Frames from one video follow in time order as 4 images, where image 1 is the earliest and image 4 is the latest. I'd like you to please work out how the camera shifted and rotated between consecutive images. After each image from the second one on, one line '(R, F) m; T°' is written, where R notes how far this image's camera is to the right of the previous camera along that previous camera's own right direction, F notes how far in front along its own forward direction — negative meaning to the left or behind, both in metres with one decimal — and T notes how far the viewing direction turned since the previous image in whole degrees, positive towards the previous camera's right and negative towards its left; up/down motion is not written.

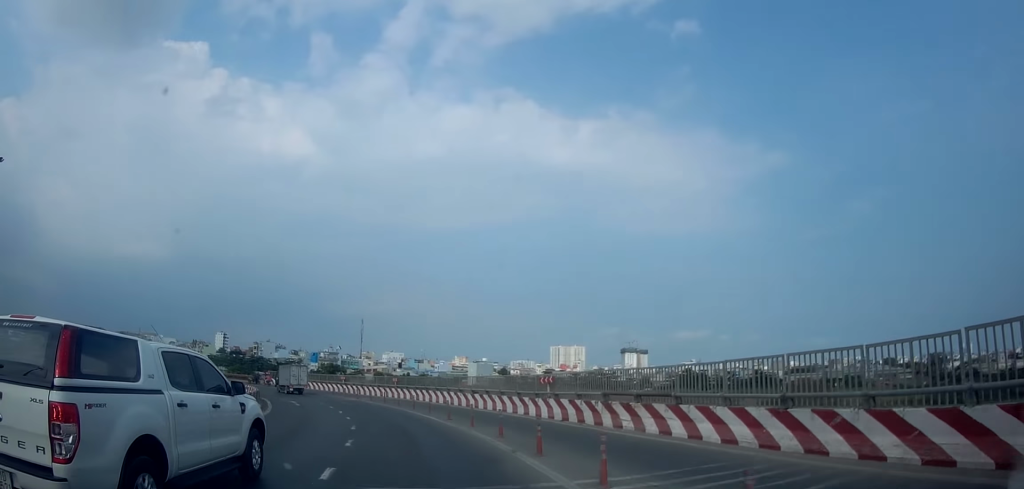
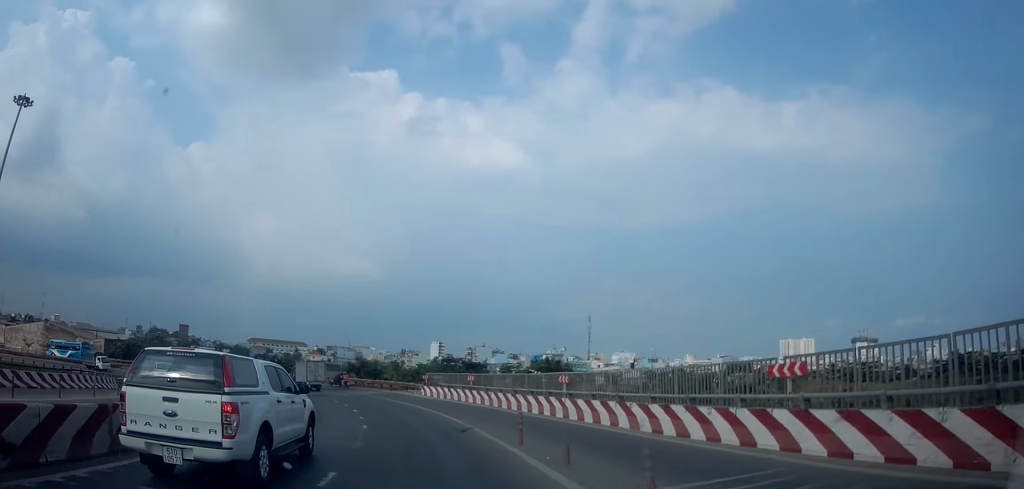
(-7.6, +32.7) m; -26°
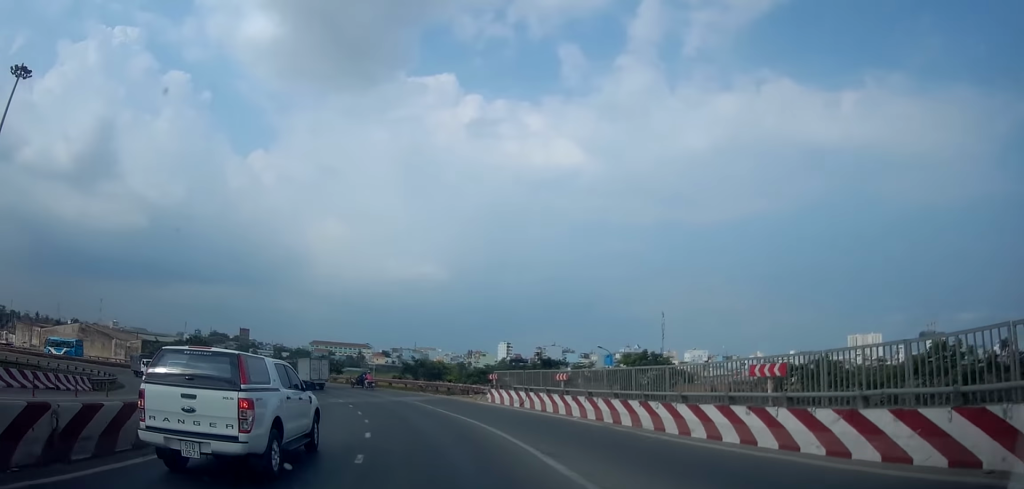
(-0.8, +10.4) m; -6°
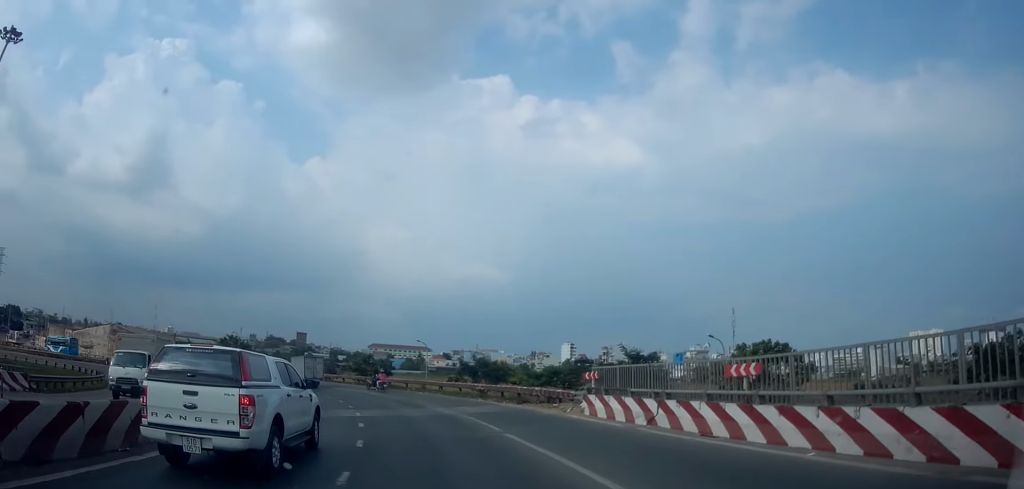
(-0.3, +10.5) m; -7°
